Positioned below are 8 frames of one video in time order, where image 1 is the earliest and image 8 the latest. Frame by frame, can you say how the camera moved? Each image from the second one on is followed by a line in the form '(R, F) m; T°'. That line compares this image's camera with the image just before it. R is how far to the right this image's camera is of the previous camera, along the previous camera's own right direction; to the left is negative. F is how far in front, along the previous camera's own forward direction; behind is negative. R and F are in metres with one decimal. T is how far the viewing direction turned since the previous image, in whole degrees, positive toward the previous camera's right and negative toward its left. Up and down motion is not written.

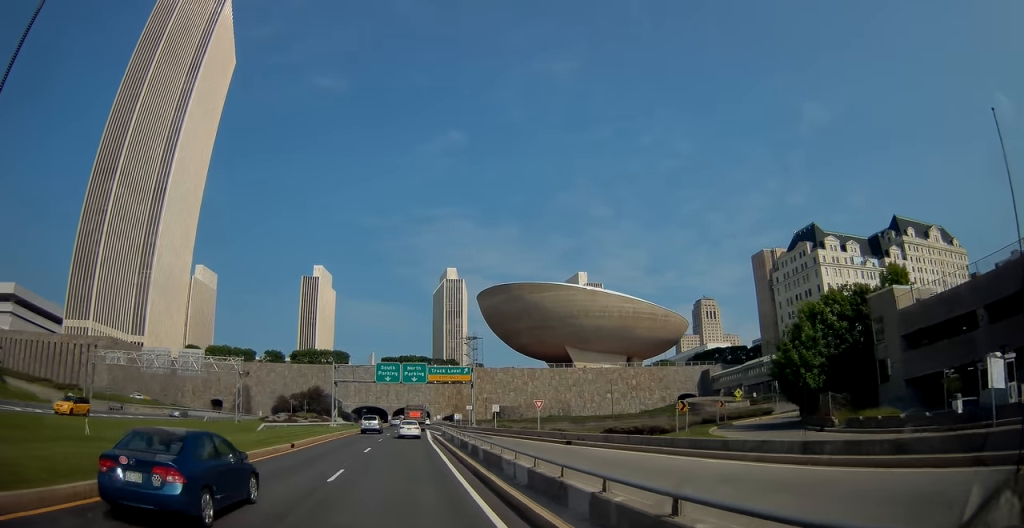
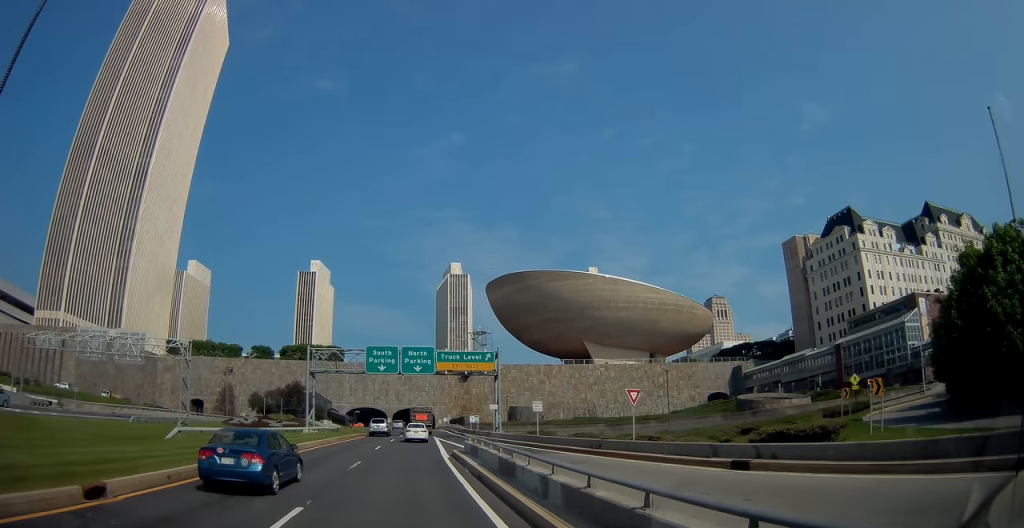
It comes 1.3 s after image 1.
(+0.3, +20.1) m; 0°
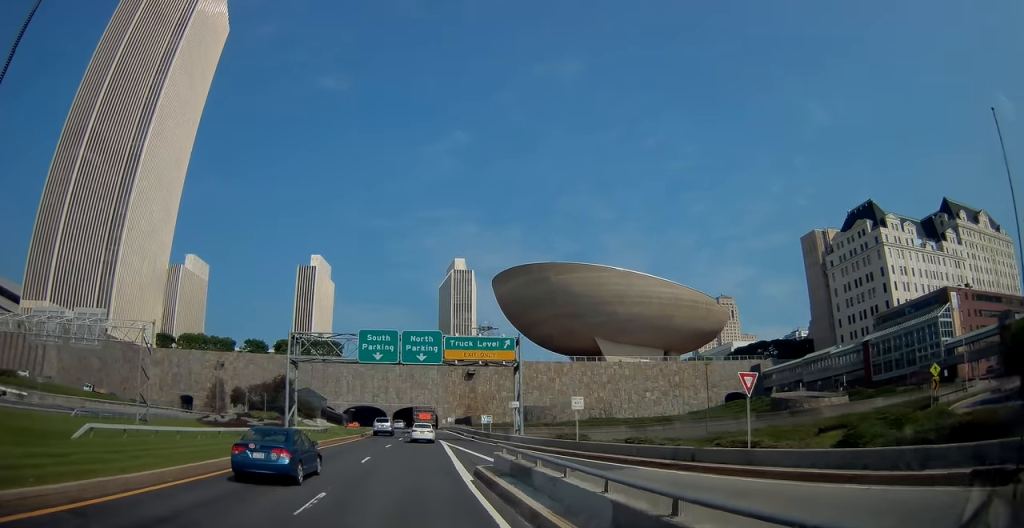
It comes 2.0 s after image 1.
(-0.1, +10.0) m; 0°
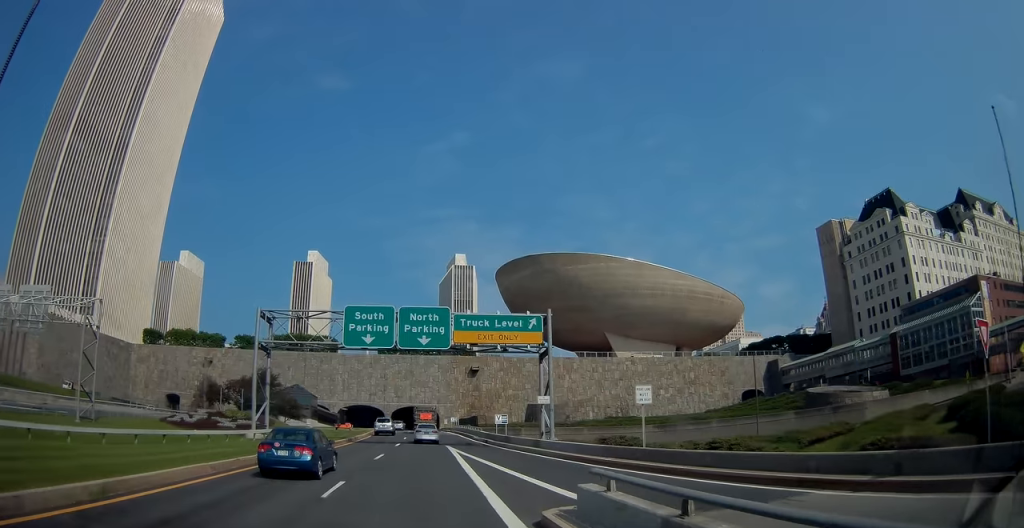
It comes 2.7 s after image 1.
(-0.1, +9.8) m; +1°
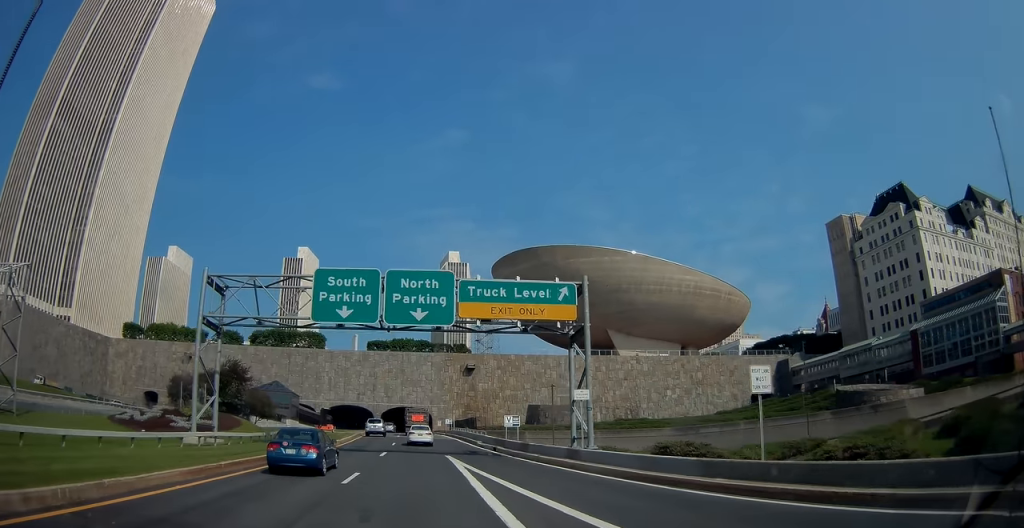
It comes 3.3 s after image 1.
(+0.1, +9.2) m; 0°
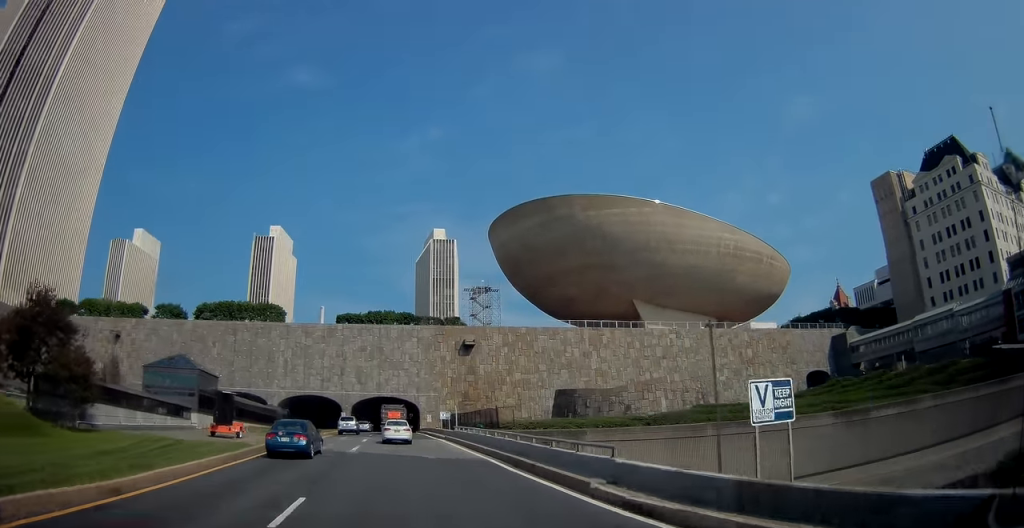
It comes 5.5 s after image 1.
(-0.2, +31.1) m; +2°
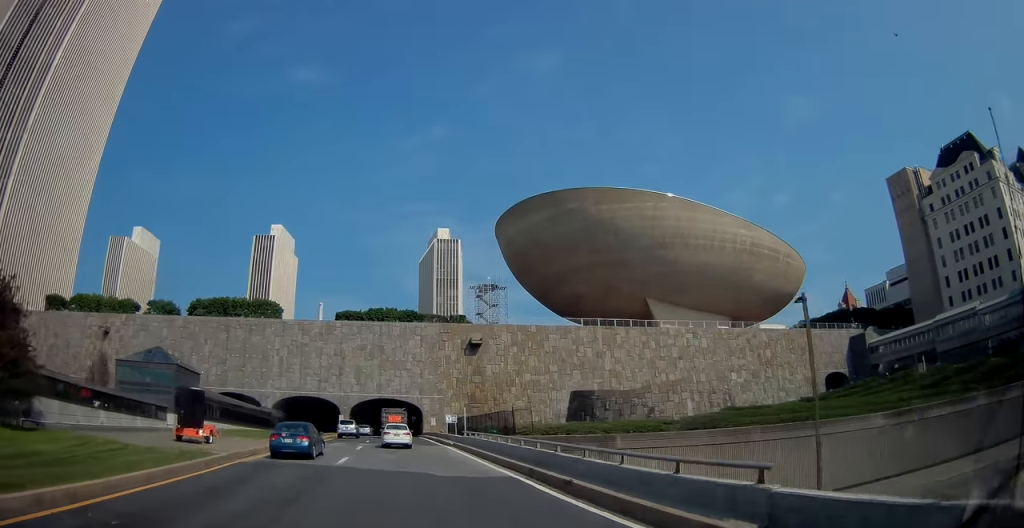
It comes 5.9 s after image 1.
(0.0, +6.1) m; +1°
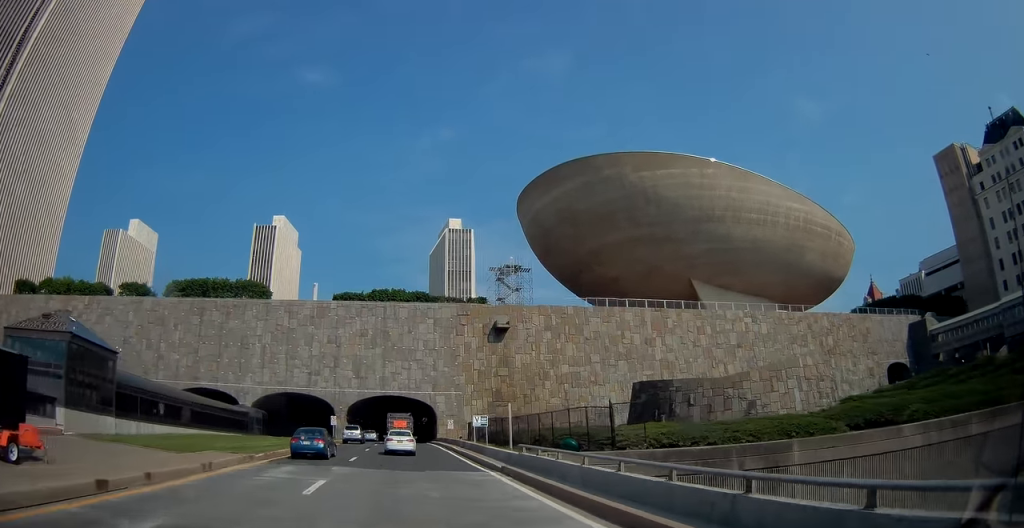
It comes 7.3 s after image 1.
(-0.1, +18.3) m; -2°
